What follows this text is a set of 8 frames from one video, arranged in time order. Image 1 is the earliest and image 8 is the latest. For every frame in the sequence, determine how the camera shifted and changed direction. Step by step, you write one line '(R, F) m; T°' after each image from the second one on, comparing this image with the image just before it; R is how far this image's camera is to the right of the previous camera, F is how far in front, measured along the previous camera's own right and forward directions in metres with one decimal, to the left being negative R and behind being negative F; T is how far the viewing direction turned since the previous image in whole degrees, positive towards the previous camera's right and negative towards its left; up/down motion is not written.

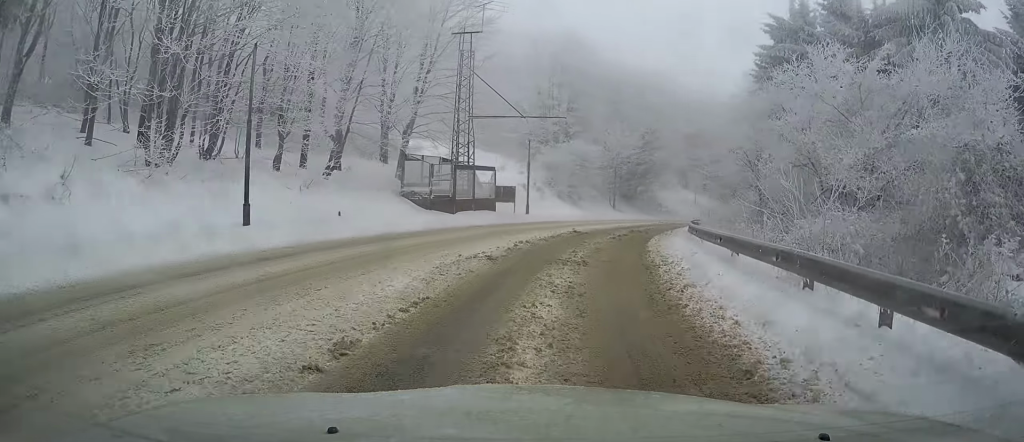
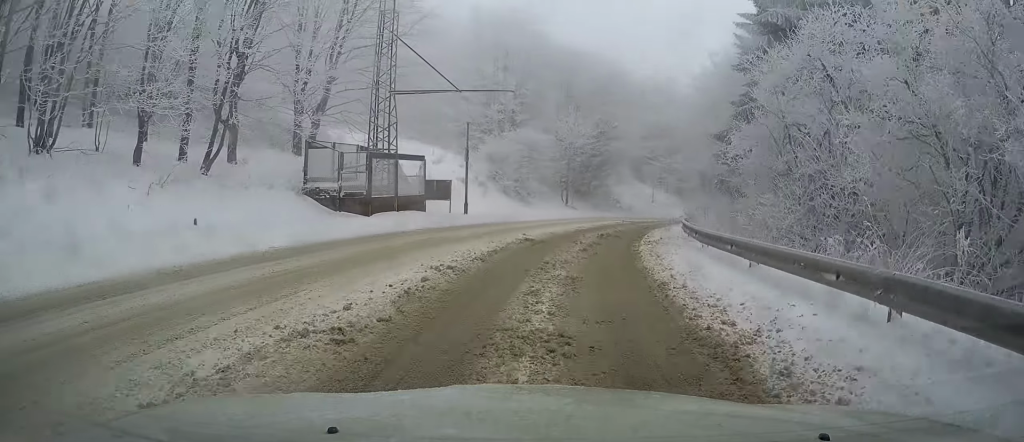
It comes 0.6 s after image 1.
(+0.1, +6.7) m; +3°
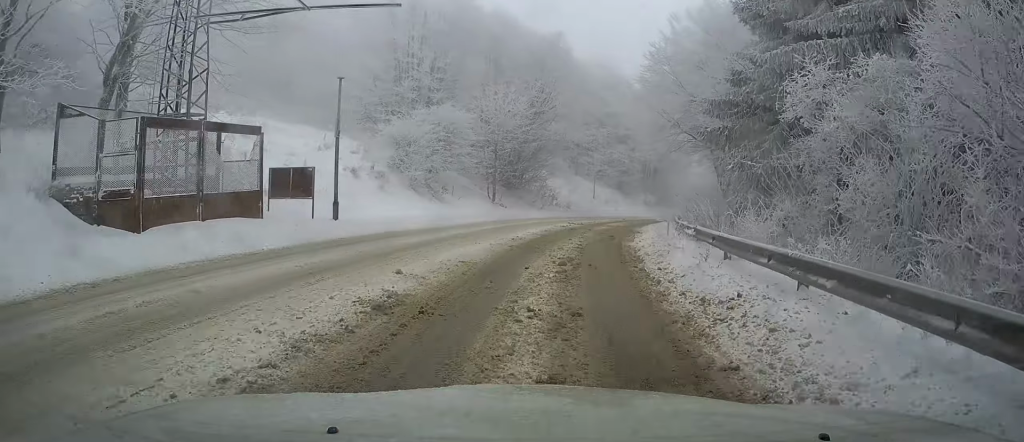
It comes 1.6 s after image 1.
(+0.6, +10.7) m; +6°
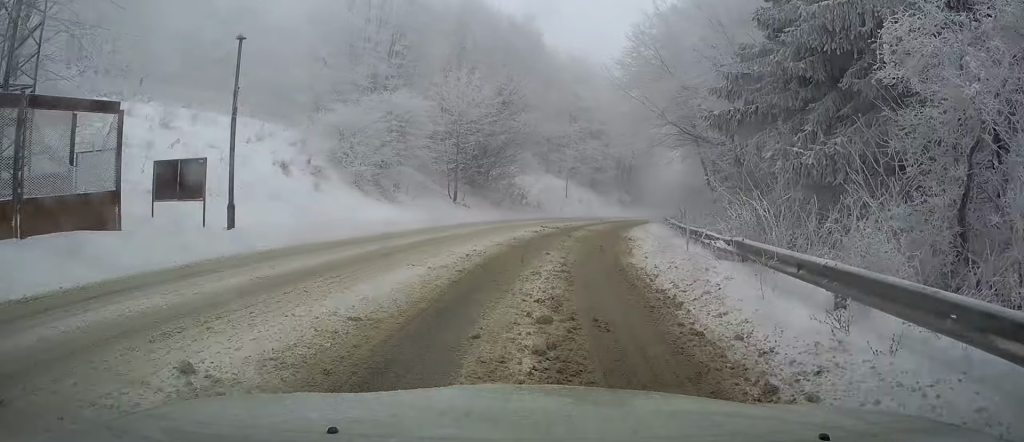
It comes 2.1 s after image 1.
(+0.1, +5.1) m; +2°
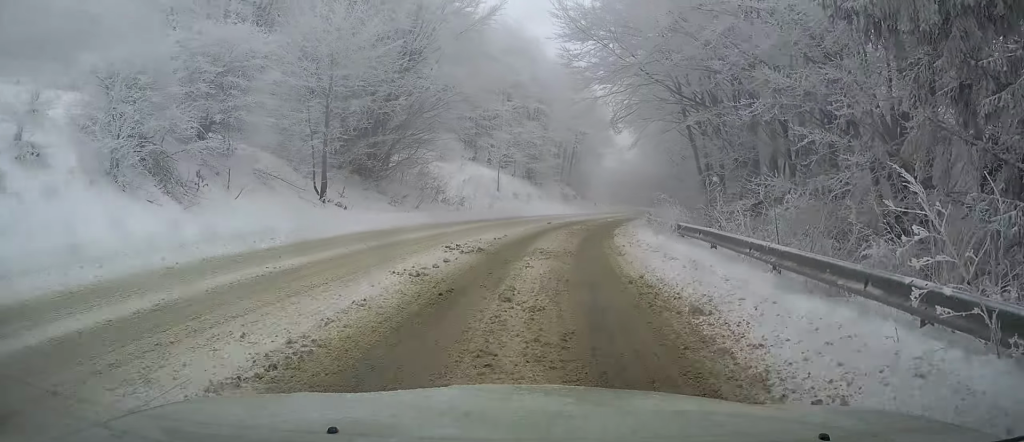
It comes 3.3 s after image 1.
(+0.7, +13.6) m; +3°
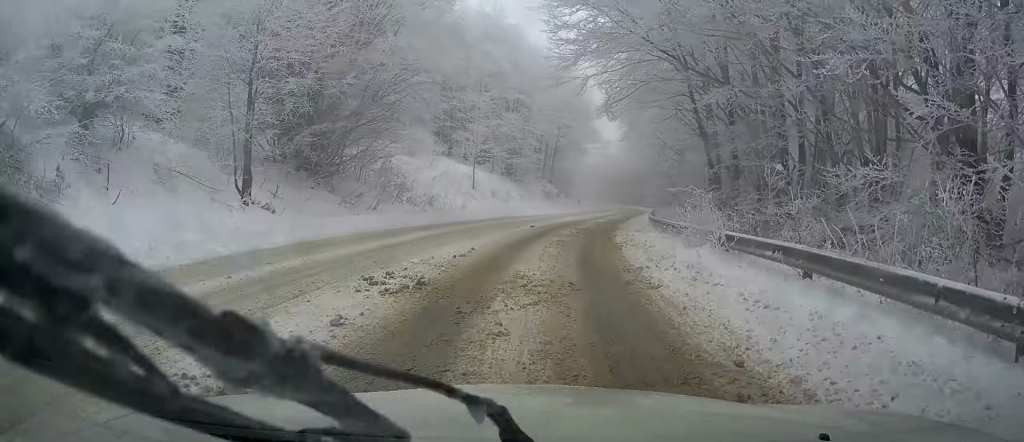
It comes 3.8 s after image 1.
(+0.1, +5.2) m; 0°
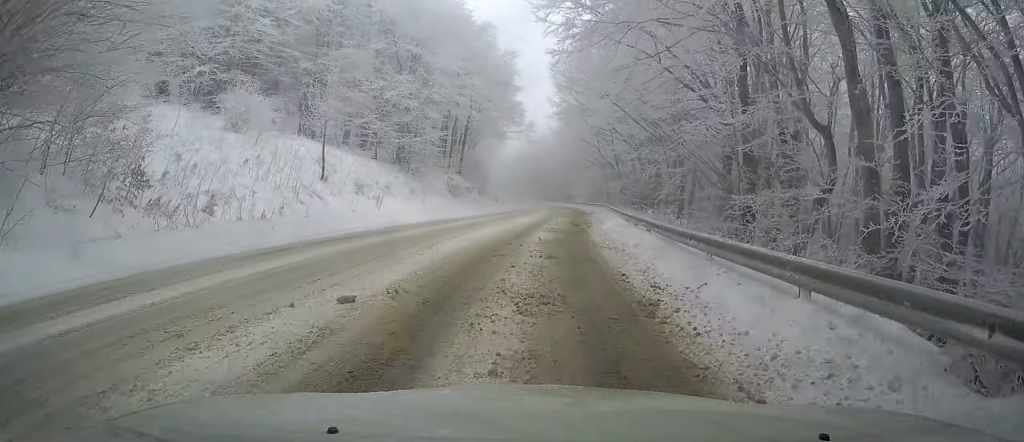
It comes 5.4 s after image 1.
(0.0, +17.8) m; +2°
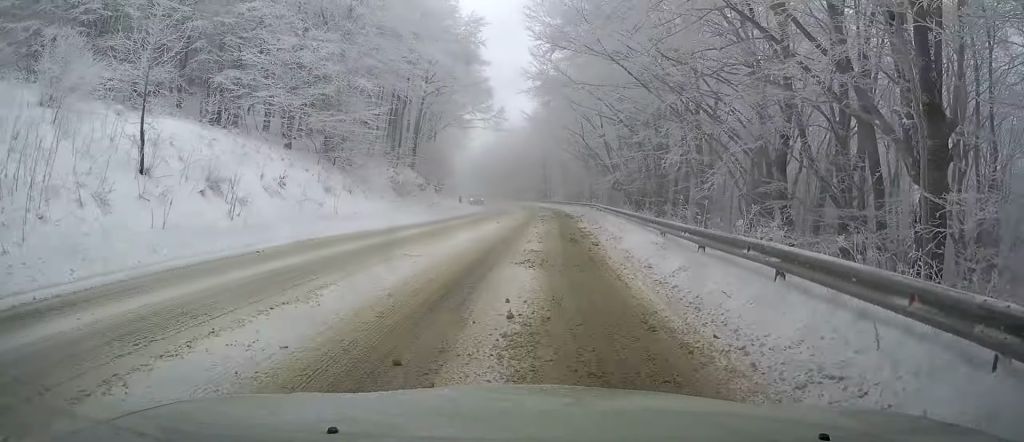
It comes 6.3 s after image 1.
(+0.3, +11.2) m; +3°
